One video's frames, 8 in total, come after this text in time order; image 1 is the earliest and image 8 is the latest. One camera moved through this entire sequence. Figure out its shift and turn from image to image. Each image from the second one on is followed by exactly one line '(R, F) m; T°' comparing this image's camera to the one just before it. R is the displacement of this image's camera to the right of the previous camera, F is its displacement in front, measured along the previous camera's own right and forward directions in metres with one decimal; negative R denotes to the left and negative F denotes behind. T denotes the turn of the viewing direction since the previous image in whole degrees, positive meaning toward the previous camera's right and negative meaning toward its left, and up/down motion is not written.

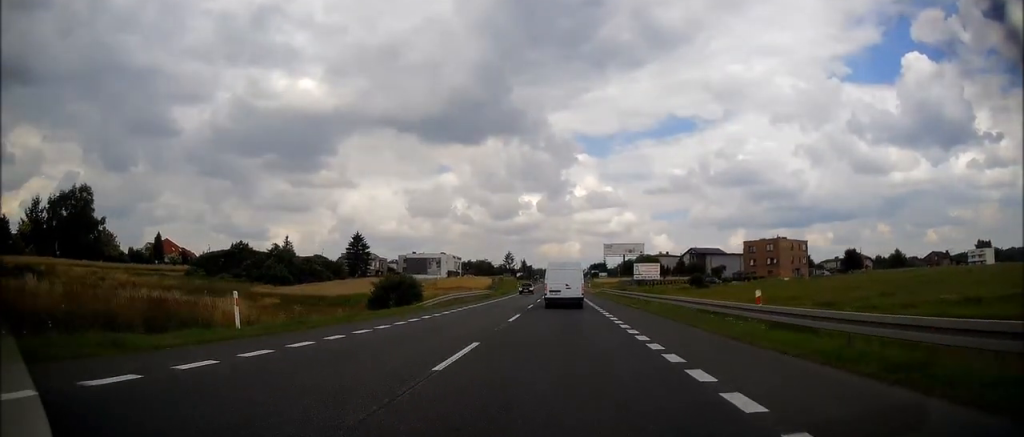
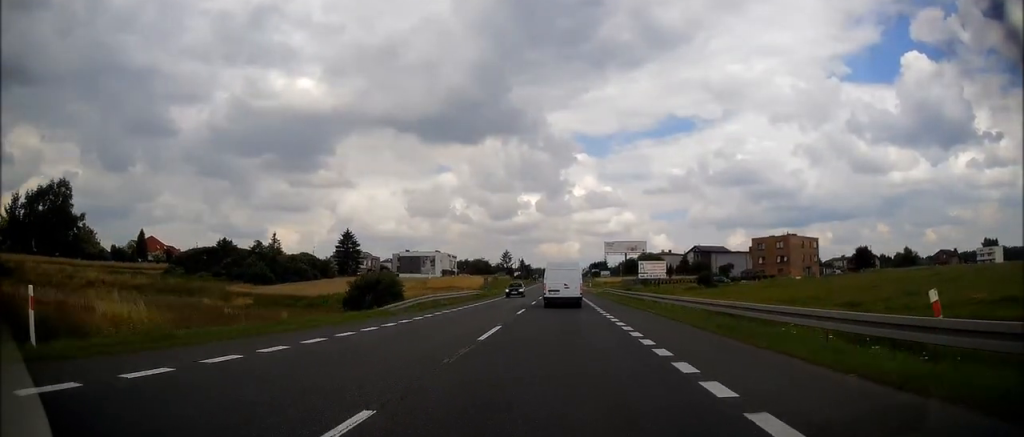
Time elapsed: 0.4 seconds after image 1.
(0.0, +7.2) m; 0°
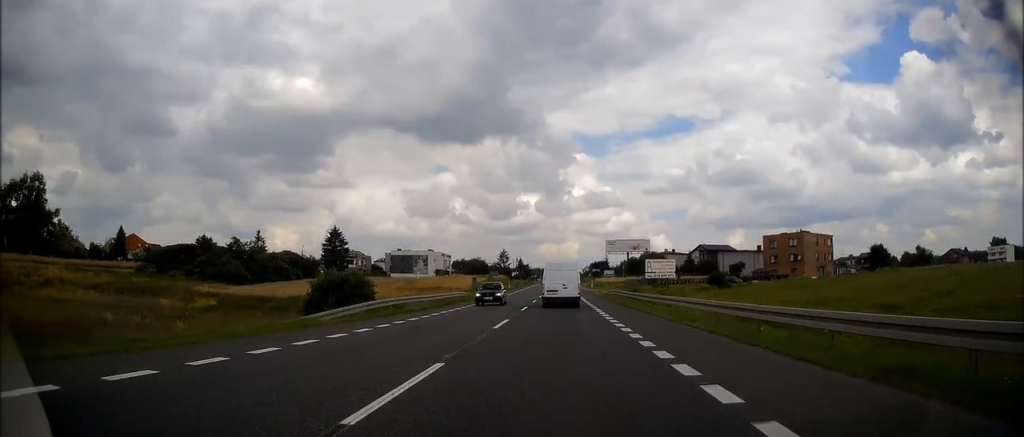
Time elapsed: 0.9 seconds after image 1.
(0.0, +8.4) m; 0°
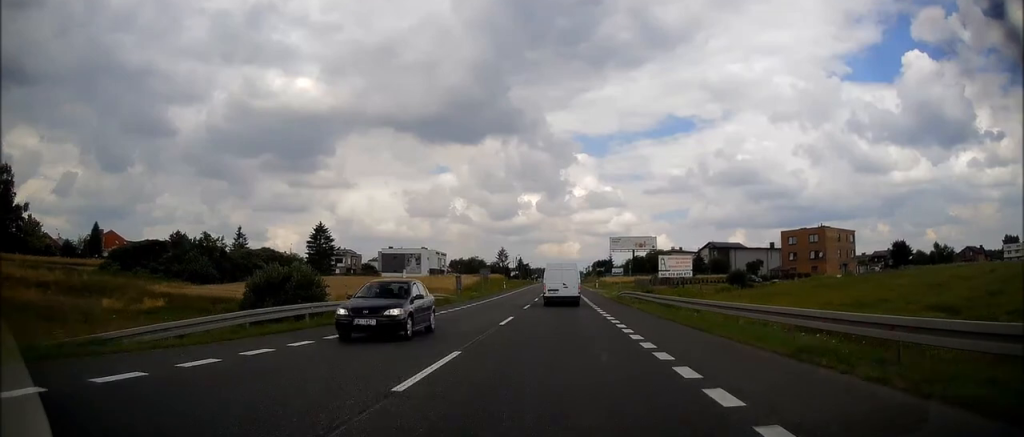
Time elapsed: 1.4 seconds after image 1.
(0.0, +10.2) m; 0°
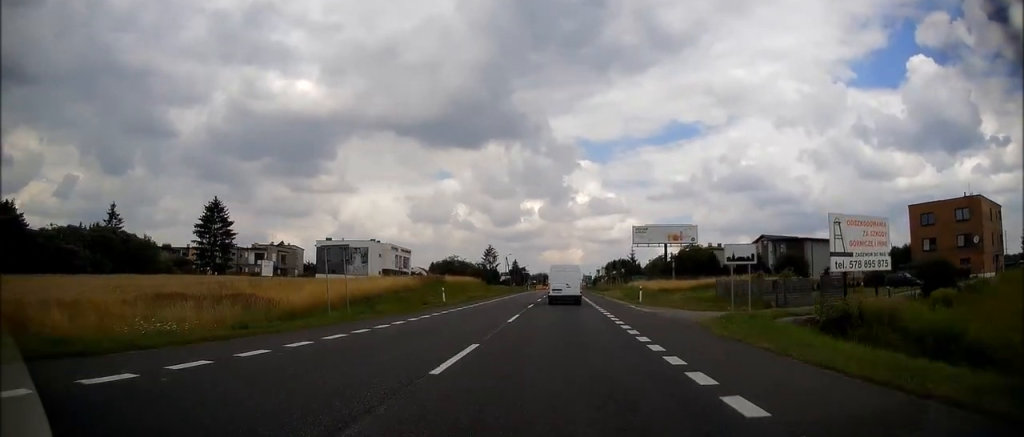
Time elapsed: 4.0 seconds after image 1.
(+0.3, +46.7) m; +1°
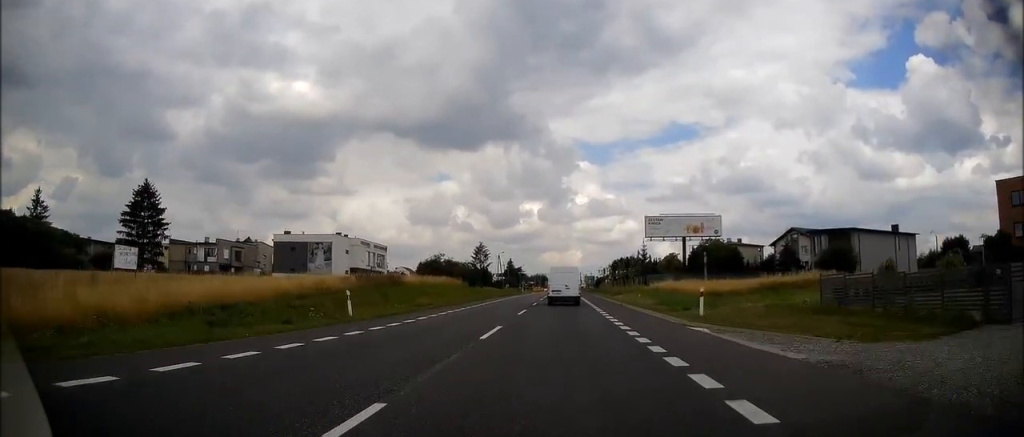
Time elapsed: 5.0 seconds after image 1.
(+0.1, +18.4) m; -1°
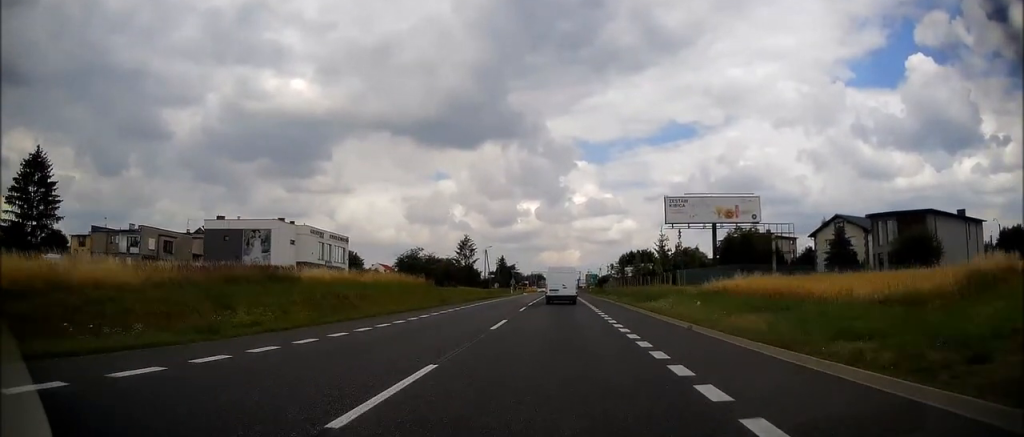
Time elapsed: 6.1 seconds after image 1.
(-0.3, +20.9) m; 0°
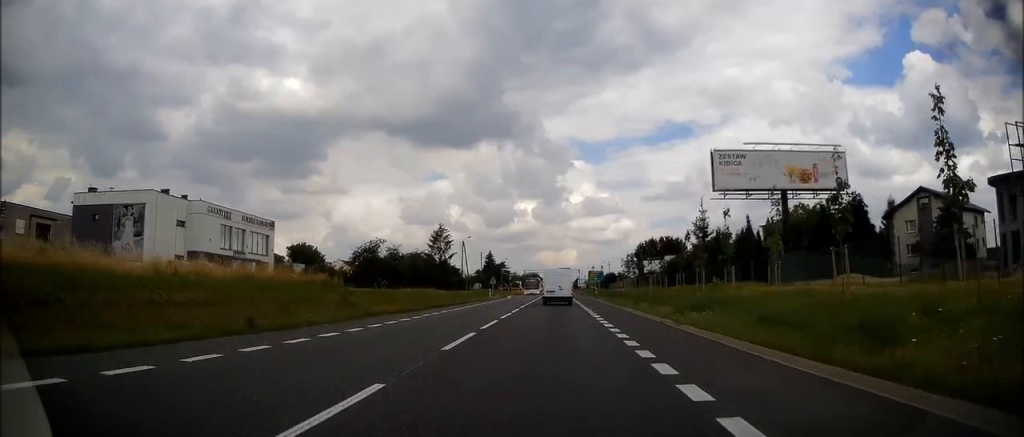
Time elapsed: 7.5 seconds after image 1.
(+0.5, +26.0) m; +1°
